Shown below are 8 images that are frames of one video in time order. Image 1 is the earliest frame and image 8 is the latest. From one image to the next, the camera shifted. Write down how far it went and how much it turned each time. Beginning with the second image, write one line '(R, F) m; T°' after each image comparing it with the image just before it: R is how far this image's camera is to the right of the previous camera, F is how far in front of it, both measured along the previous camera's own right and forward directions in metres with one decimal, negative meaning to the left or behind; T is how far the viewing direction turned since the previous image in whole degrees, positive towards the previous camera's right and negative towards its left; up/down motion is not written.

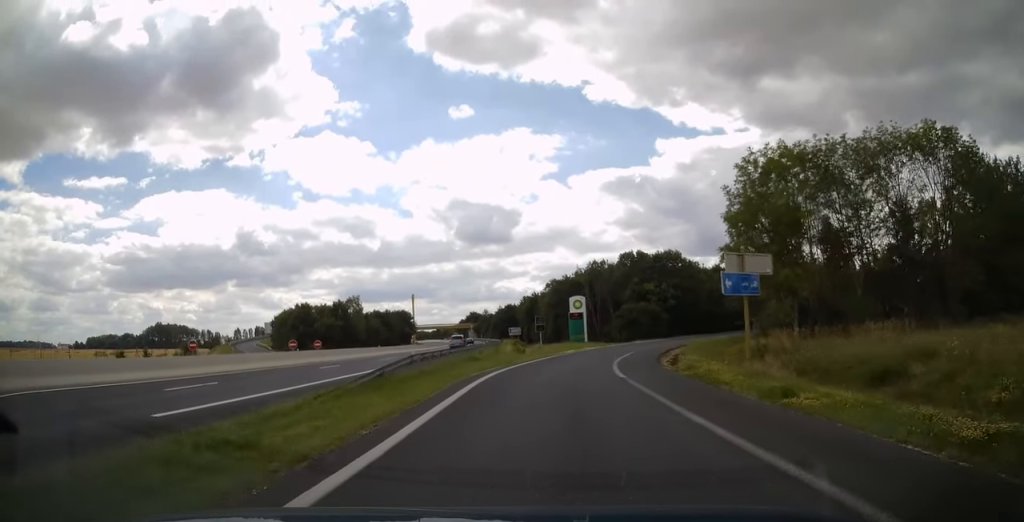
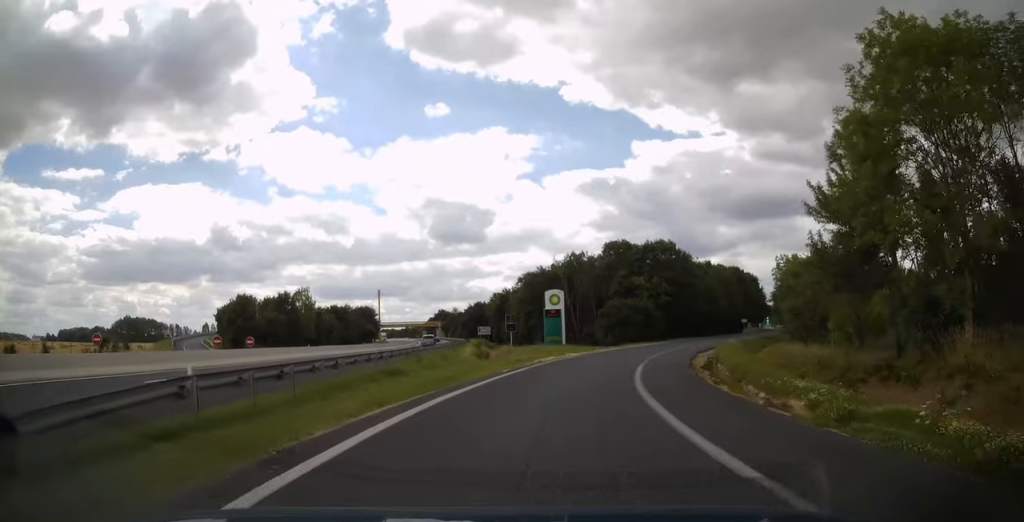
(+0.3, +12.4) m; +5°
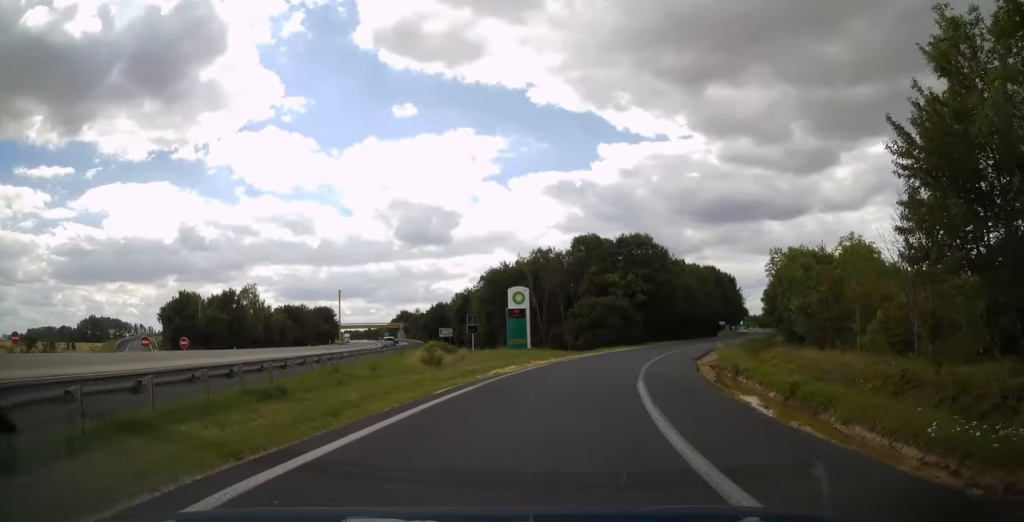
(+0.3, +7.2) m; +3°
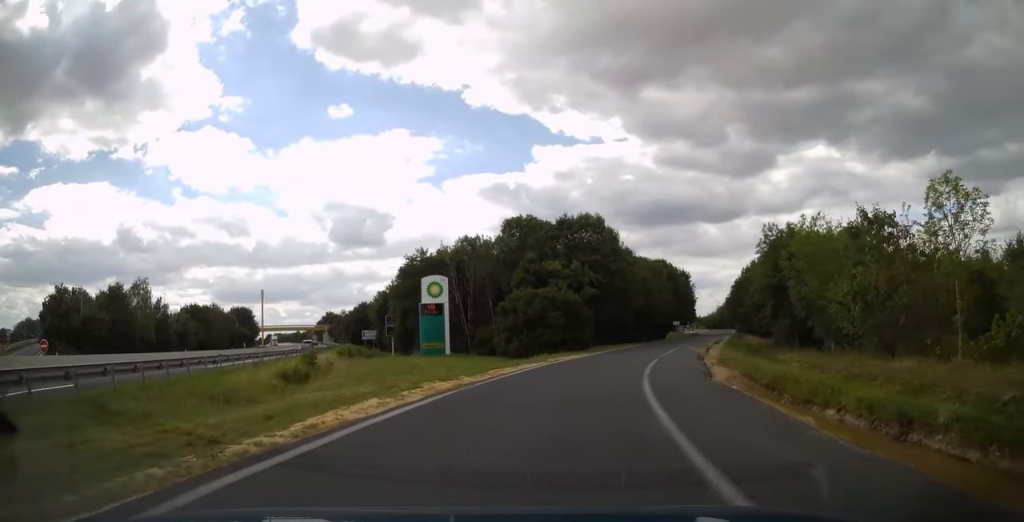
(+0.7, +12.8) m; +6°
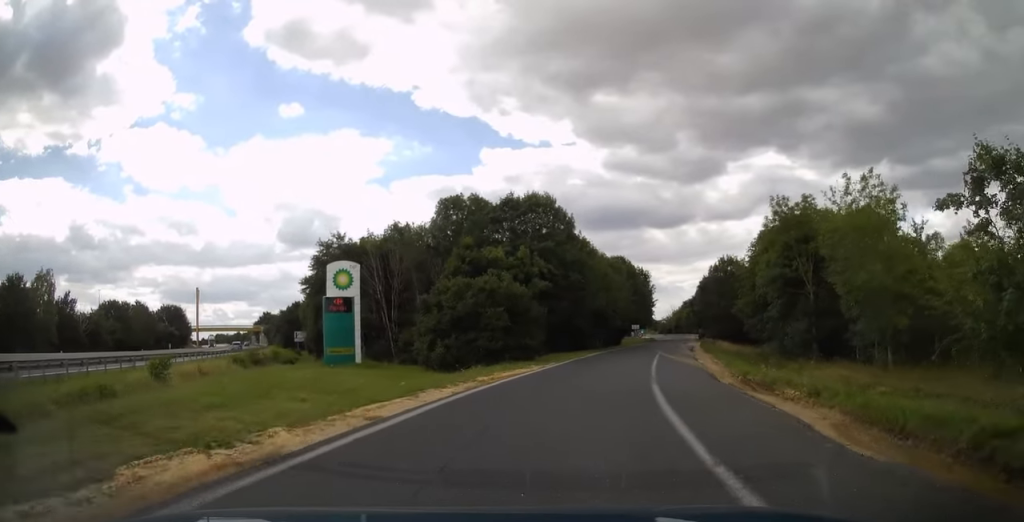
(+0.2, +10.4) m; +5°
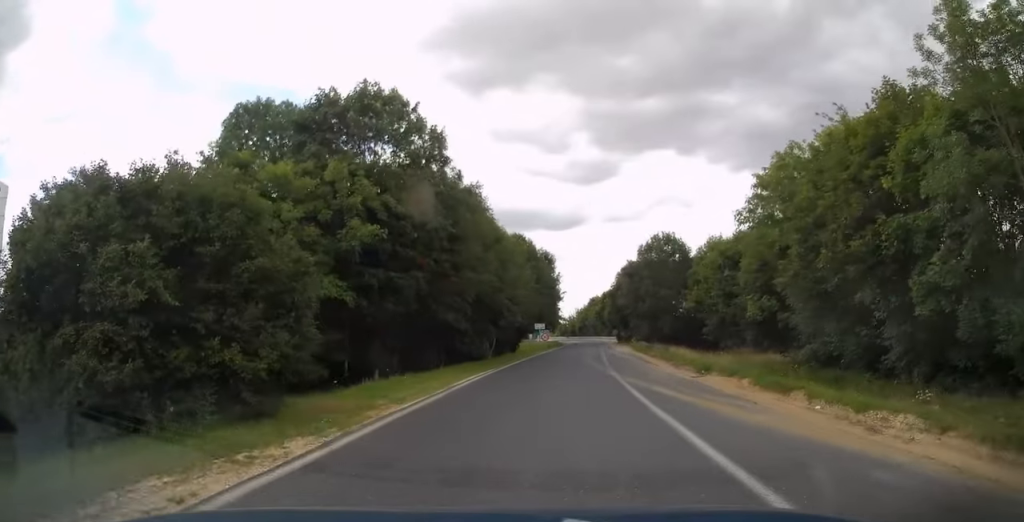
(+2.0, +21.3) m; +9°
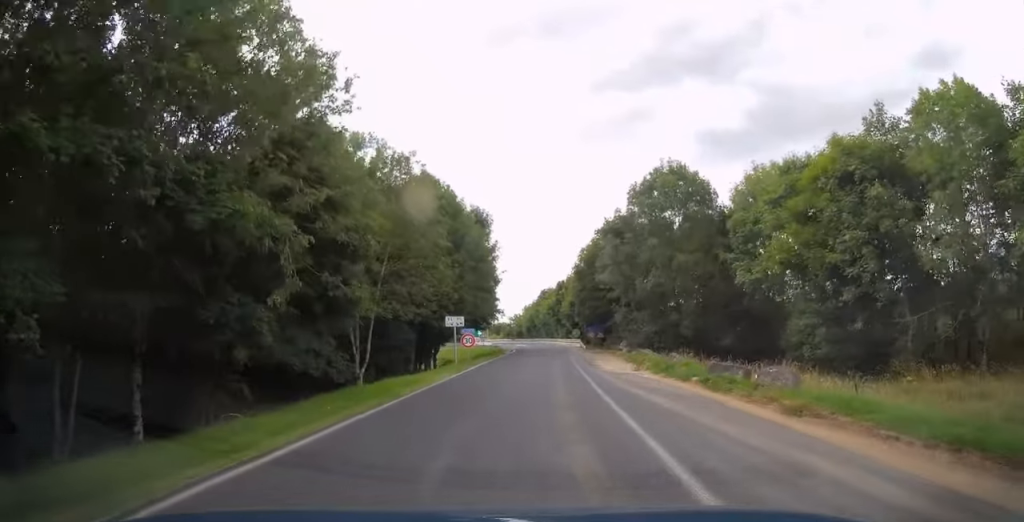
(+1.1, +26.2) m; +5°
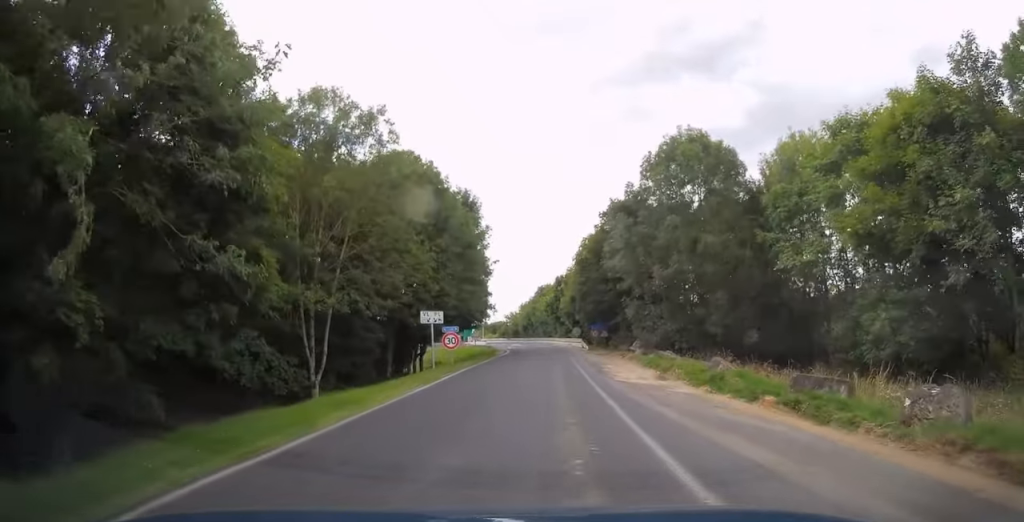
(+0.1, +5.8) m; +1°
